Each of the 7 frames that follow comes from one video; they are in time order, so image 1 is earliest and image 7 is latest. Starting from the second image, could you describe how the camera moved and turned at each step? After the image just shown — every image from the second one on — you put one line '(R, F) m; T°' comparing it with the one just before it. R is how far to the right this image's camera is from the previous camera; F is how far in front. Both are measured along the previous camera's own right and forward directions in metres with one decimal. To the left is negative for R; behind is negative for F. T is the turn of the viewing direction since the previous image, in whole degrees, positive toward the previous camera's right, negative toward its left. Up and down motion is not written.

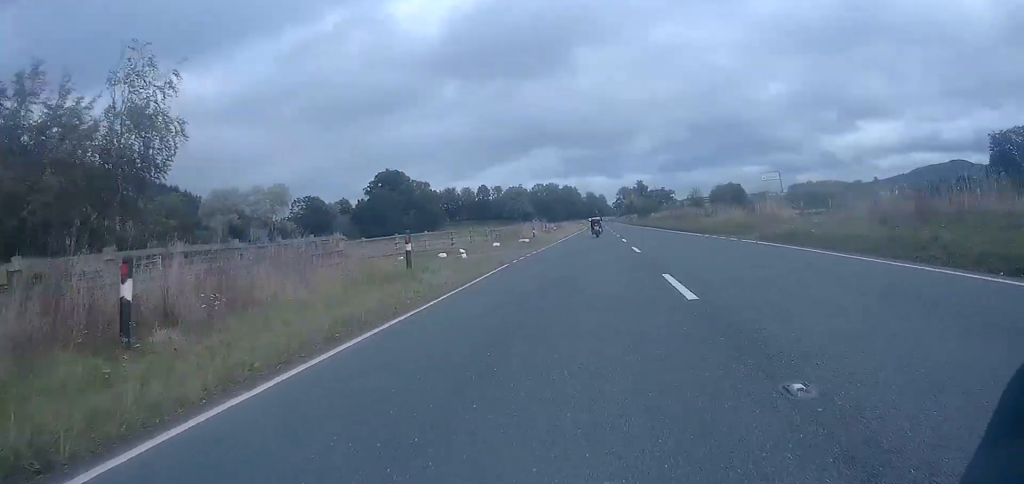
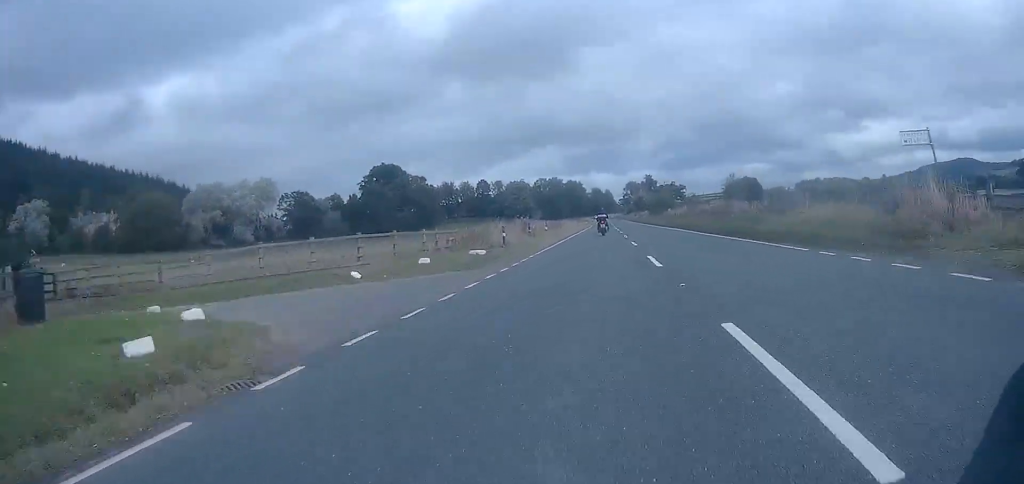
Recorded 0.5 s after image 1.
(0.0, +14.4) m; 0°
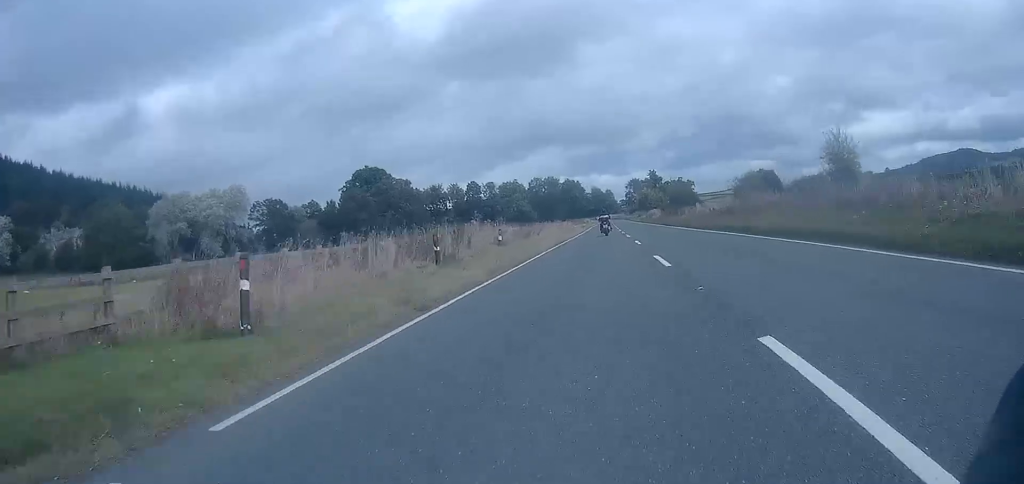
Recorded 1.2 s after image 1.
(-0.1, +20.2) m; 0°
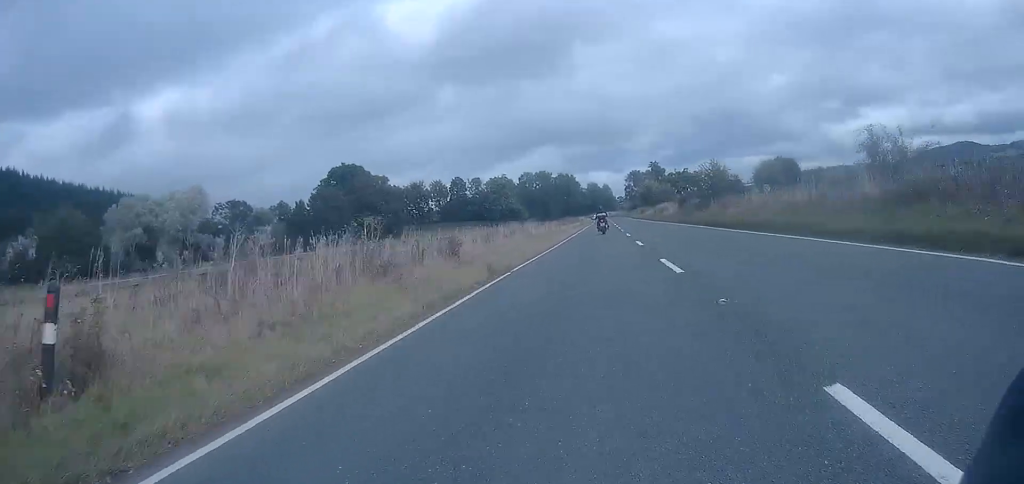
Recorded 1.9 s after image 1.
(0.0, +21.2) m; 0°
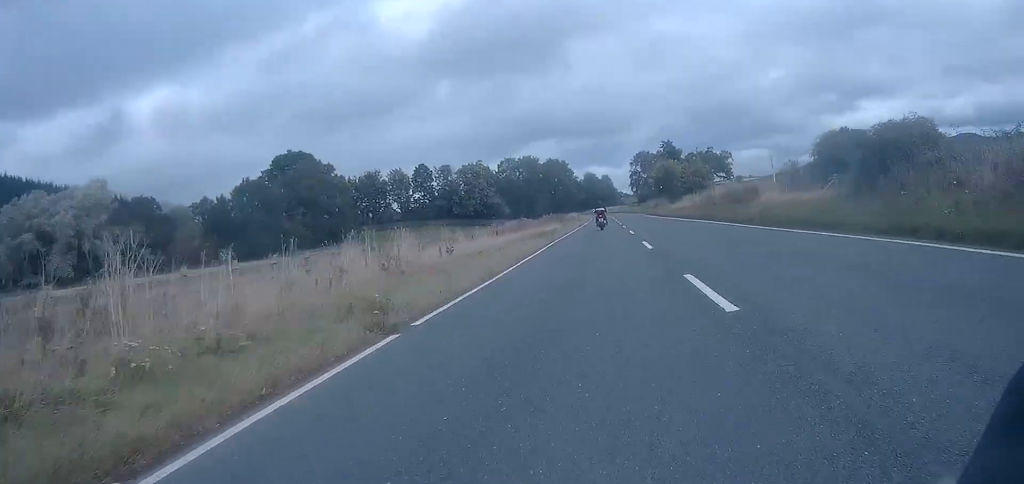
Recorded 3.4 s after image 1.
(+0.1, +43.4) m; 0°
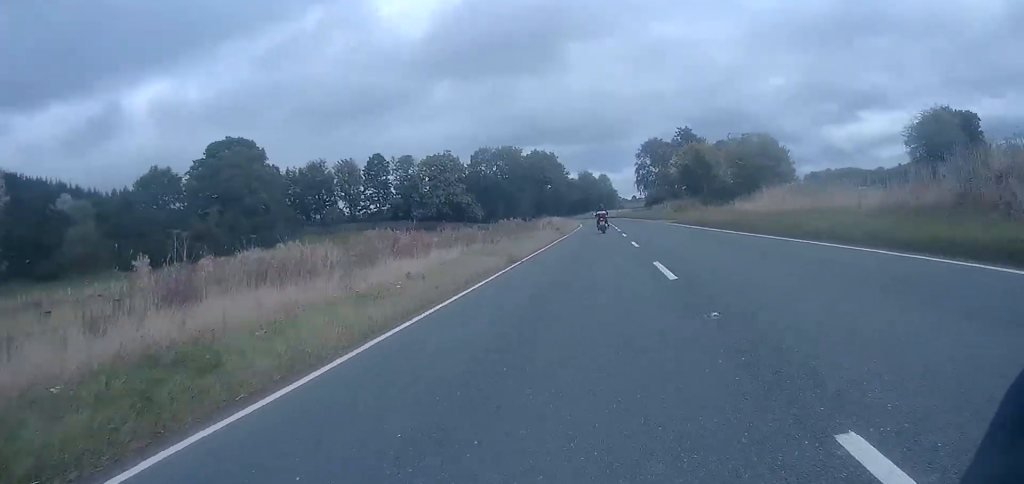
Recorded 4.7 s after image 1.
(-0.1, +35.6) m; 0°
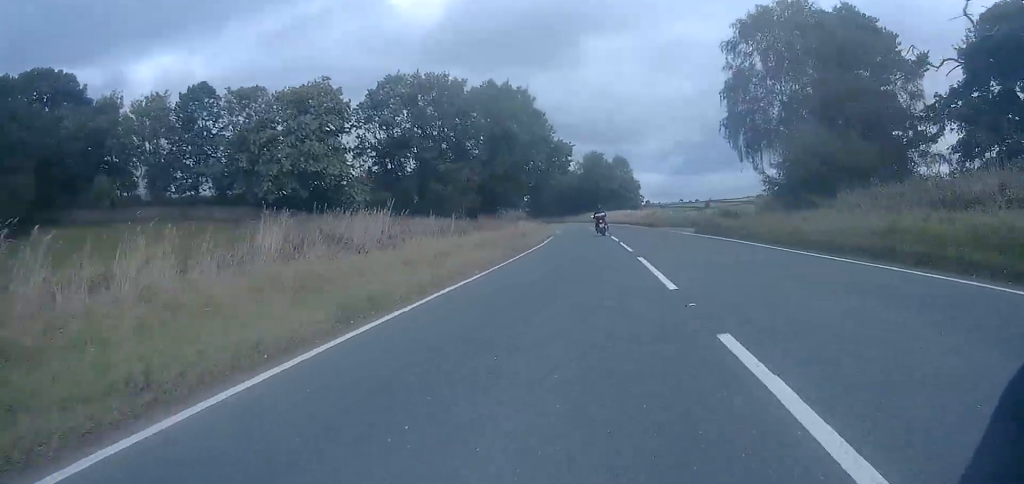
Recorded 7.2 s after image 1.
(-0.1, +73.4) m; -1°
